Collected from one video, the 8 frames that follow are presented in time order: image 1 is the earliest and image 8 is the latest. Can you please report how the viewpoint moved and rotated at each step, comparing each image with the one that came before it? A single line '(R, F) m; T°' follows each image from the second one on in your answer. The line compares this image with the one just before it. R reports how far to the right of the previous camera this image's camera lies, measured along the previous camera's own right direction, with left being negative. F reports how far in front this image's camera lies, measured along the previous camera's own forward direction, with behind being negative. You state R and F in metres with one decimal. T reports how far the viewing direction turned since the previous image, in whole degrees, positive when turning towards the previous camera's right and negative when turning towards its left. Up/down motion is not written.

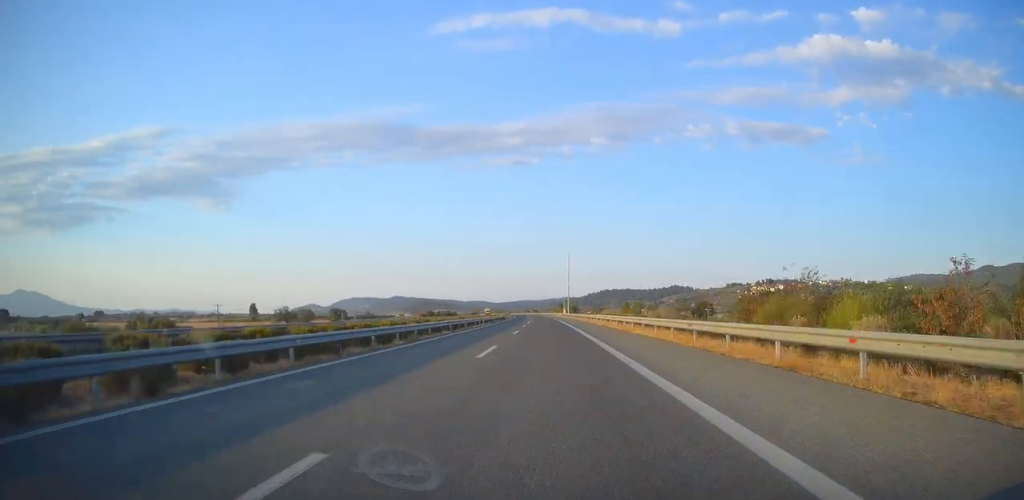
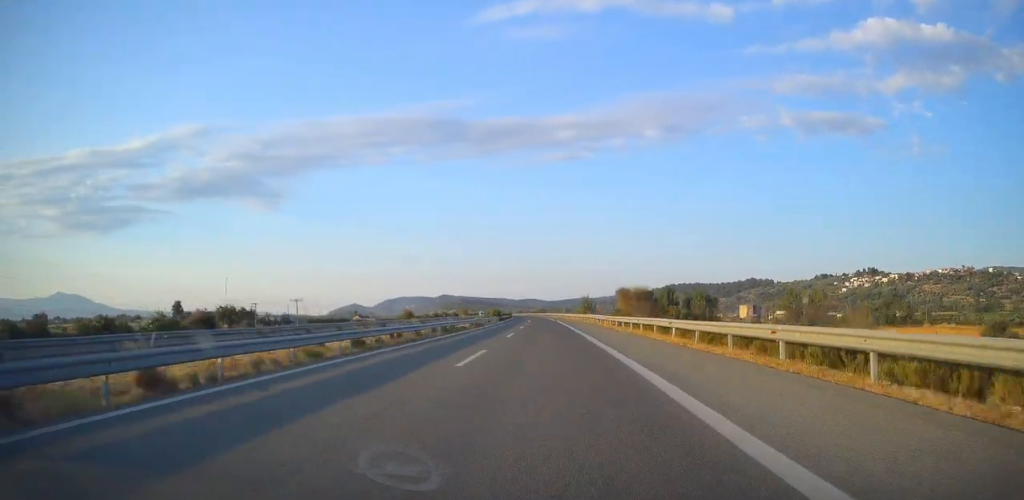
(-11.6, +271.6) m; -5°
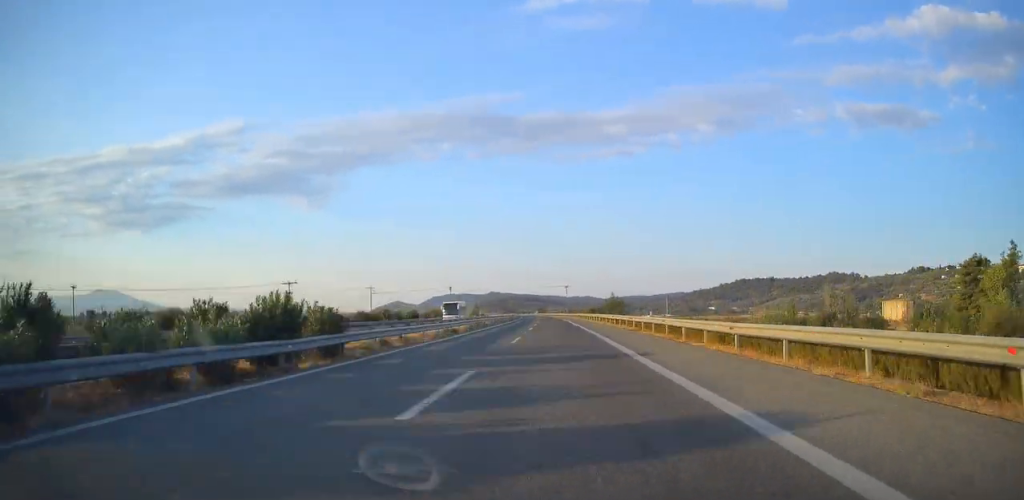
(-11.6, +222.6) m; -4°
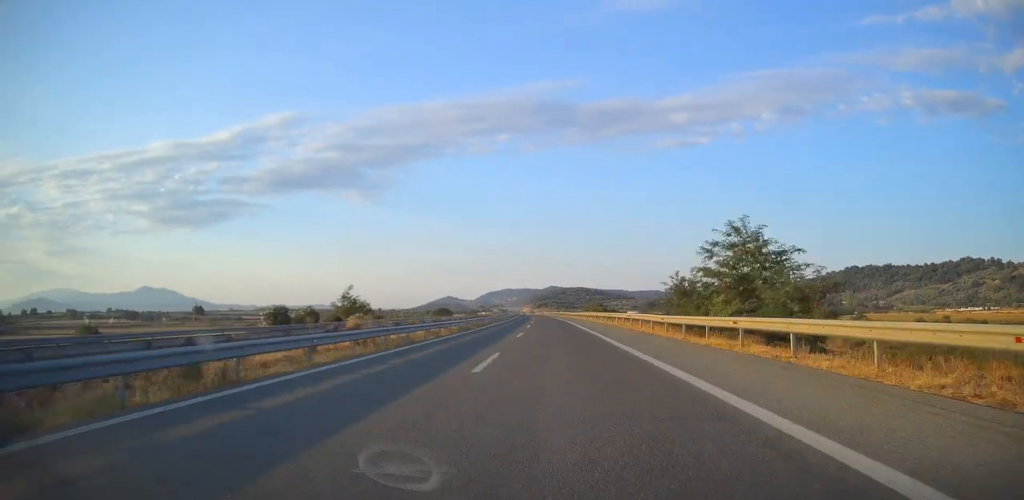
(-16.3, +333.4) m; -5°
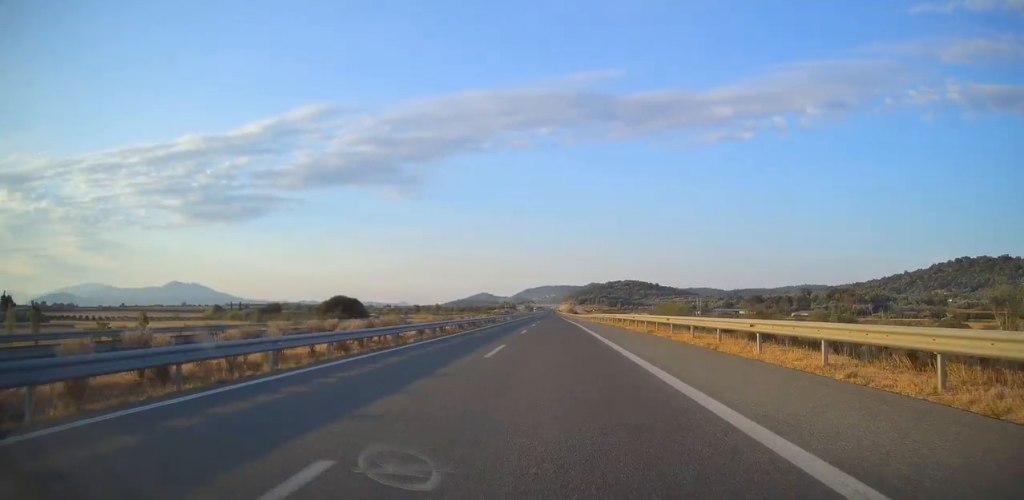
(-9.3, +280.0) m; -2°
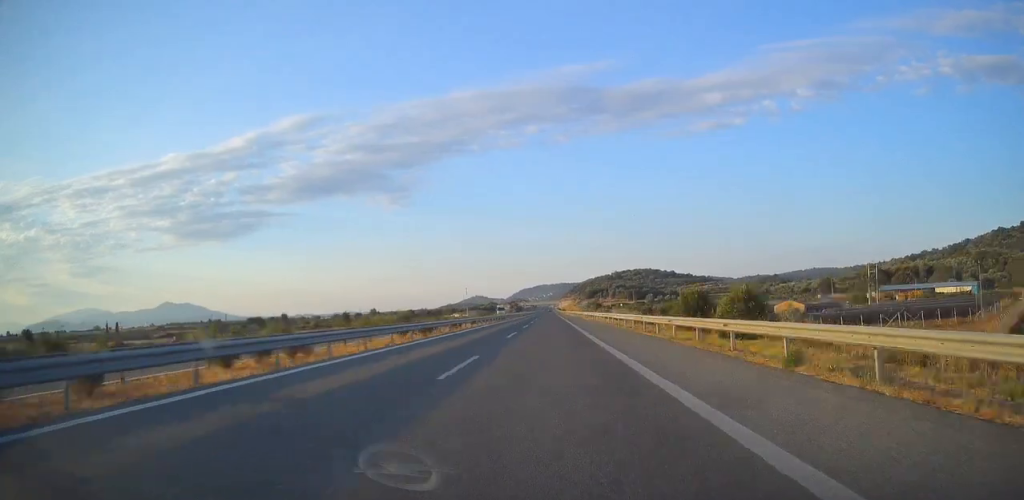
(-1.8, +203.2) m; -1°
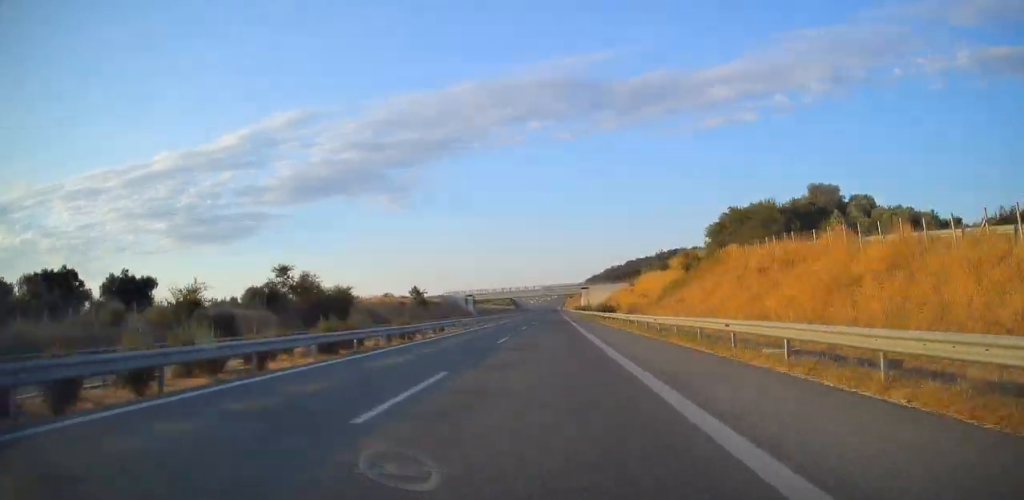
(-0.9, +417.5) m; 0°
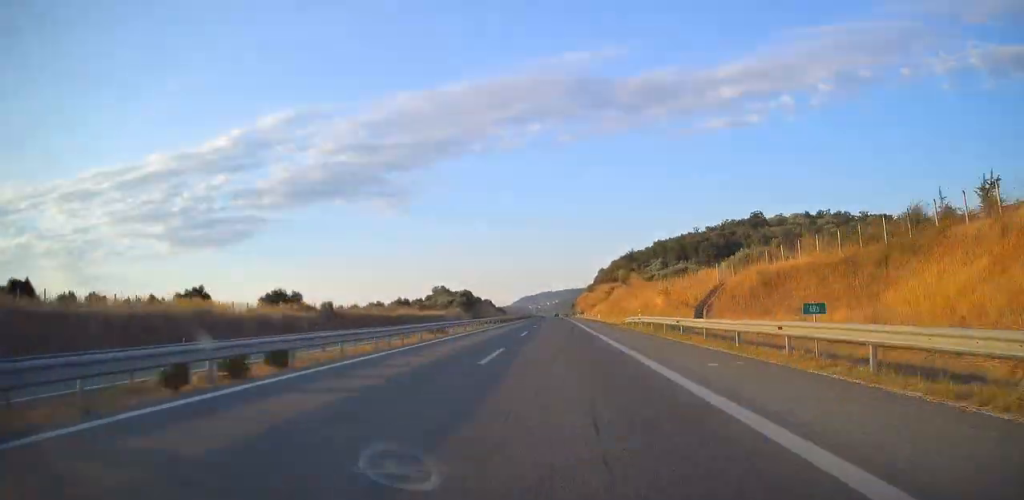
(+0.1, +241.8) m; 0°
